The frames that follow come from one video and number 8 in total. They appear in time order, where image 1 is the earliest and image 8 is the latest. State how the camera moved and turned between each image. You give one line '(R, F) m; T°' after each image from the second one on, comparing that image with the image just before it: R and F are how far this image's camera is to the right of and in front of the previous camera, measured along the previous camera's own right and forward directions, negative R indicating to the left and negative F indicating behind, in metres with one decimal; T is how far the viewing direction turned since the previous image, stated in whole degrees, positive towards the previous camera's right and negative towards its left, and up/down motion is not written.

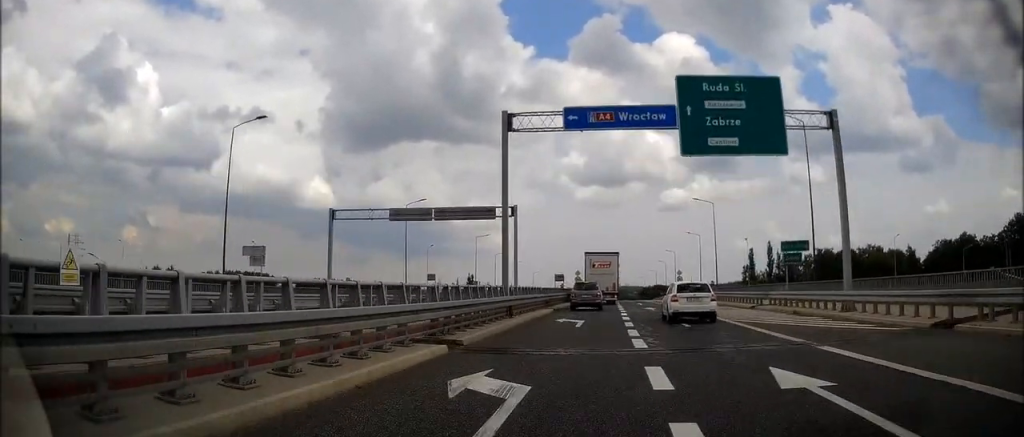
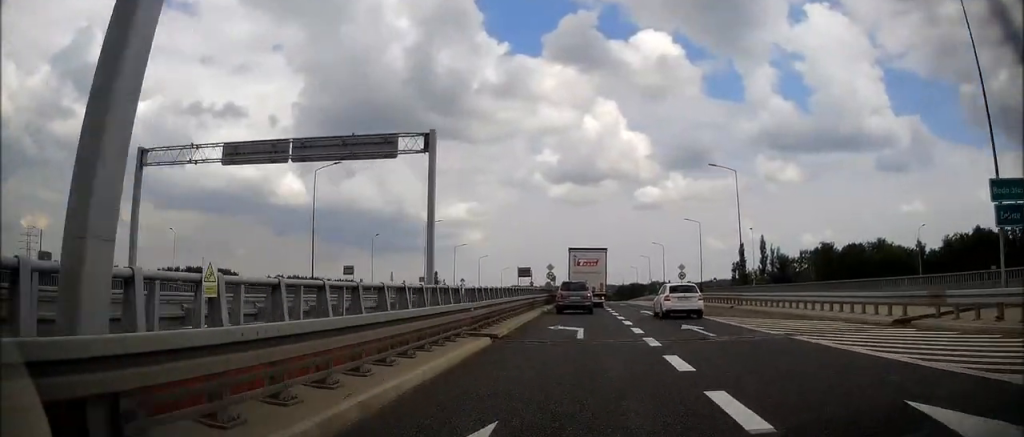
(+0.3, +17.9) m; +1°
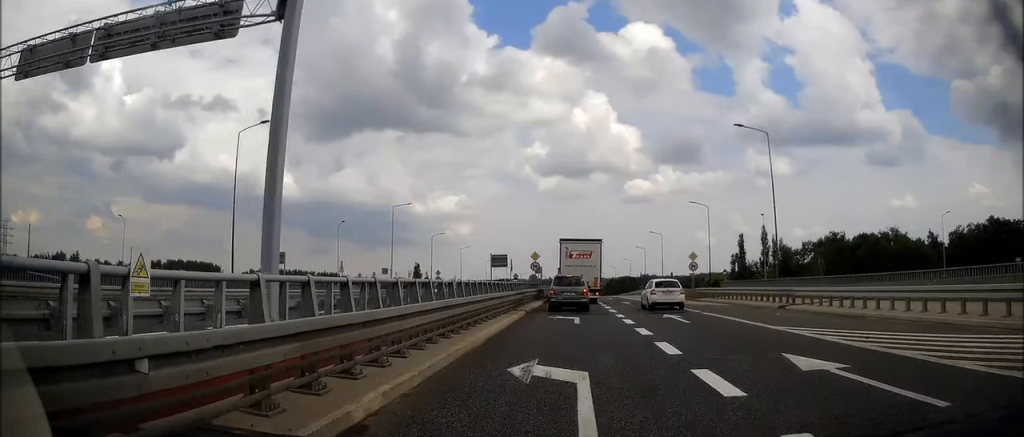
(+0.1, +10.2) m; +1°
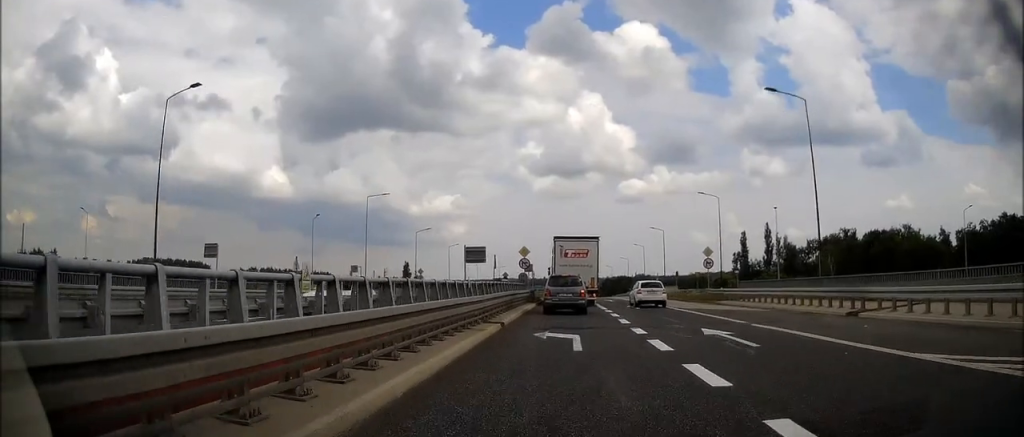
(+0.1, +7.6) m; +1°
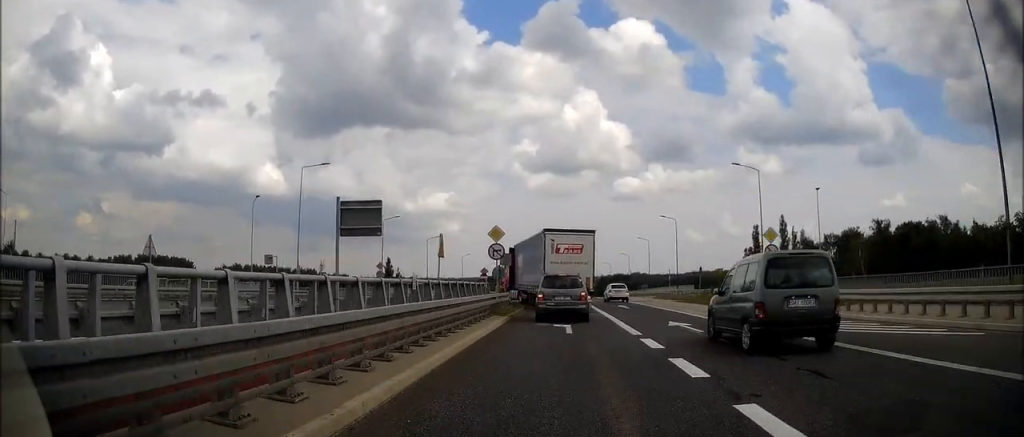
(+0.2, +15.8) m; +1°
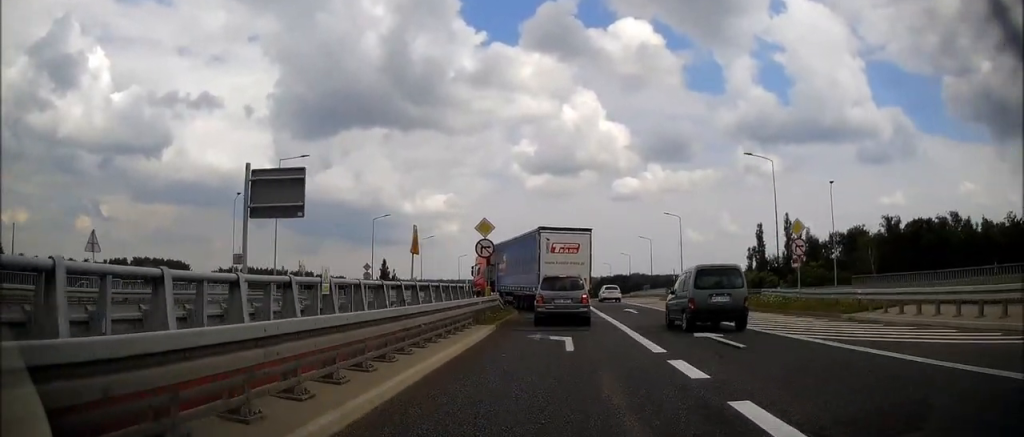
(0.0, +3.7) m; 0°
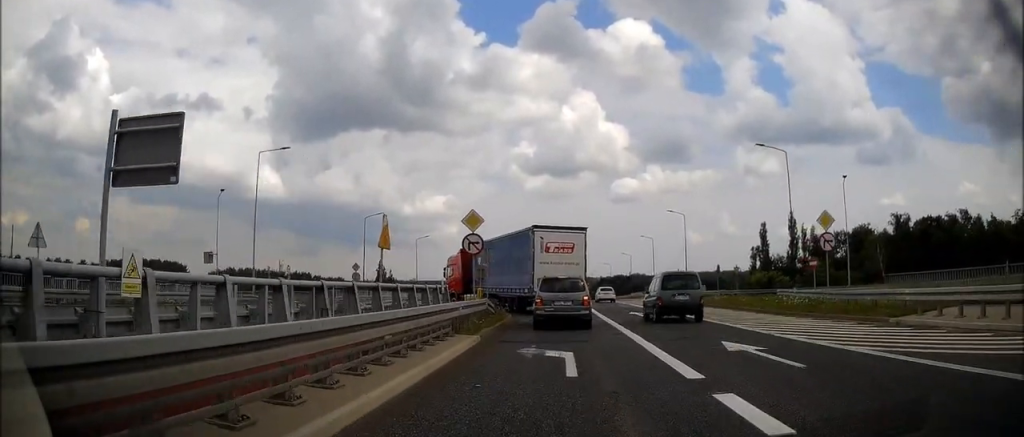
(0.0, +3.1) m; 0°
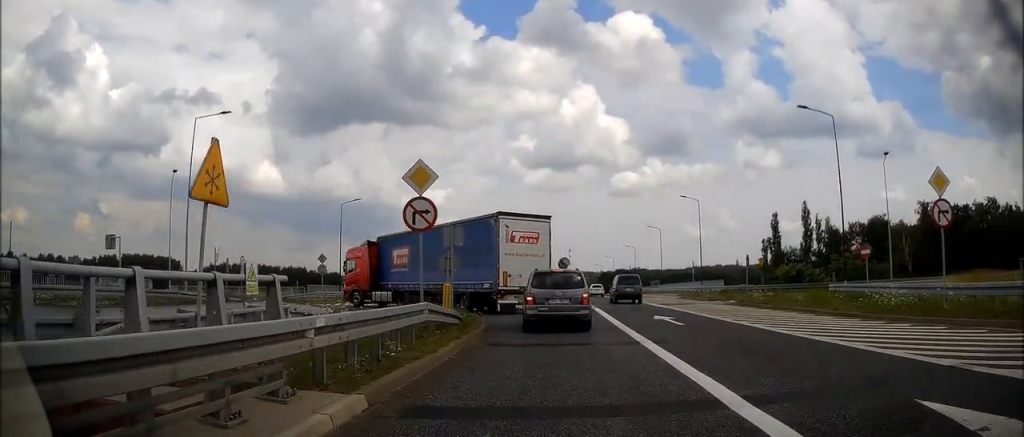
(0.0, +7.9) m; 0°
